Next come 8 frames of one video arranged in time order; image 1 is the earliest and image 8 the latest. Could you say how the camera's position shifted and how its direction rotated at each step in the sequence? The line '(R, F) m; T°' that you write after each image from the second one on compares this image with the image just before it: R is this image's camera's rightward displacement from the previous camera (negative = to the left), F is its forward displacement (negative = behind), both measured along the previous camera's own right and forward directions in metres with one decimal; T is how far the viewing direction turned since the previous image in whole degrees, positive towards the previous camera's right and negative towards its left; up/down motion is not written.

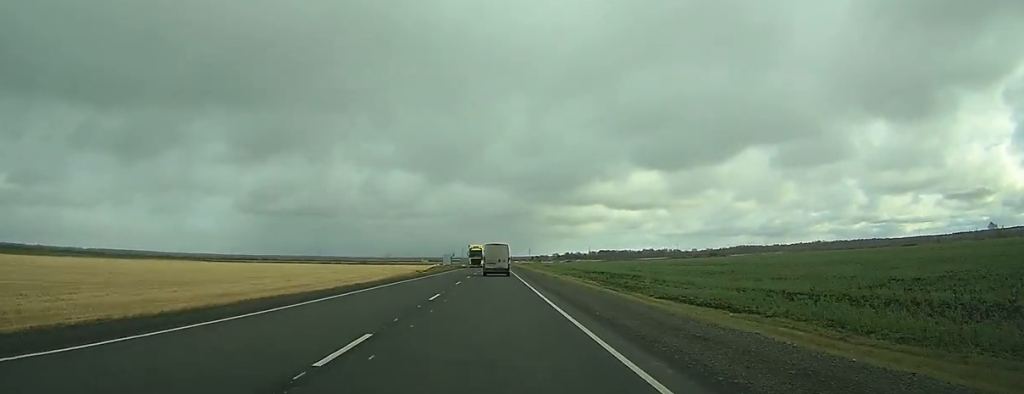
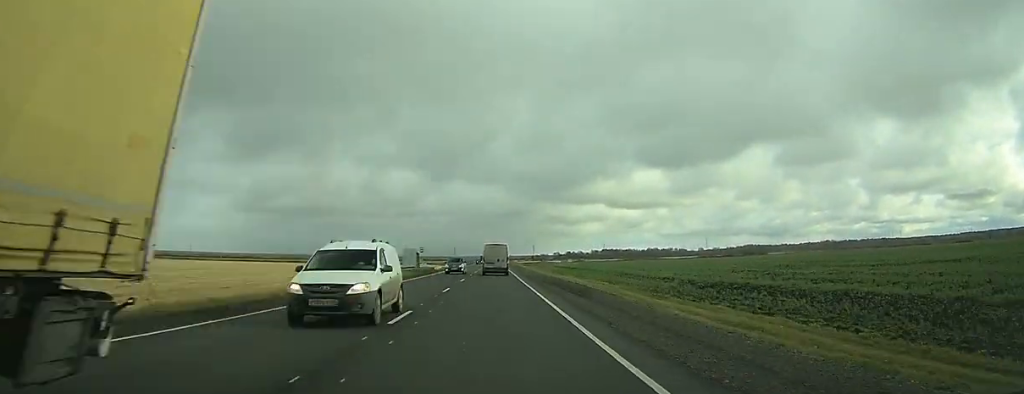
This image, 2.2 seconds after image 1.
(+0.1, +70.6) m; 0°
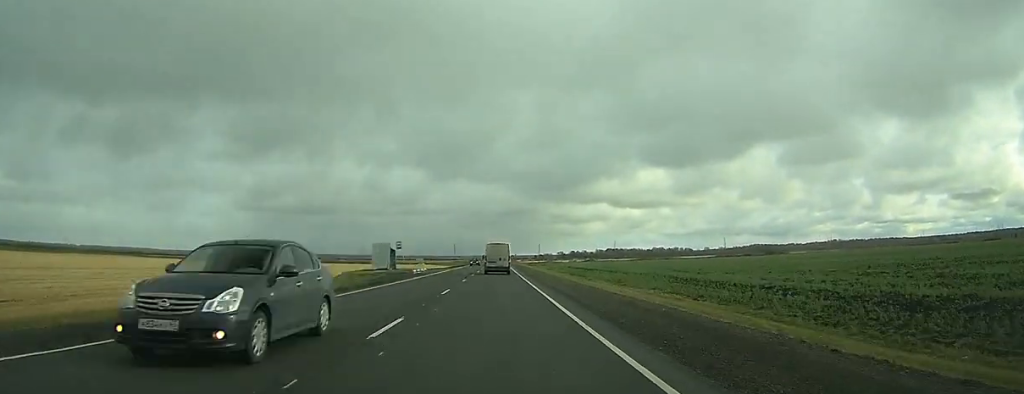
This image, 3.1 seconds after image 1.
(0.0, +26.5) m; 0°
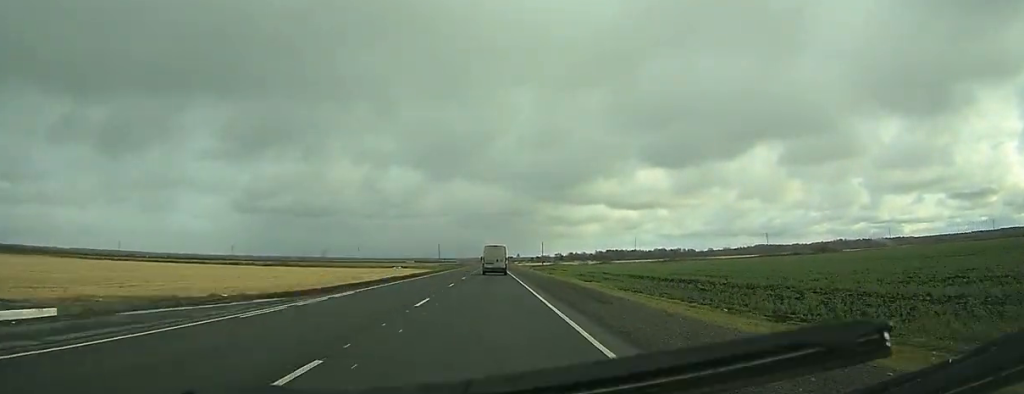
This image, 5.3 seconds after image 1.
(+0.1, +64.7) m; 0°
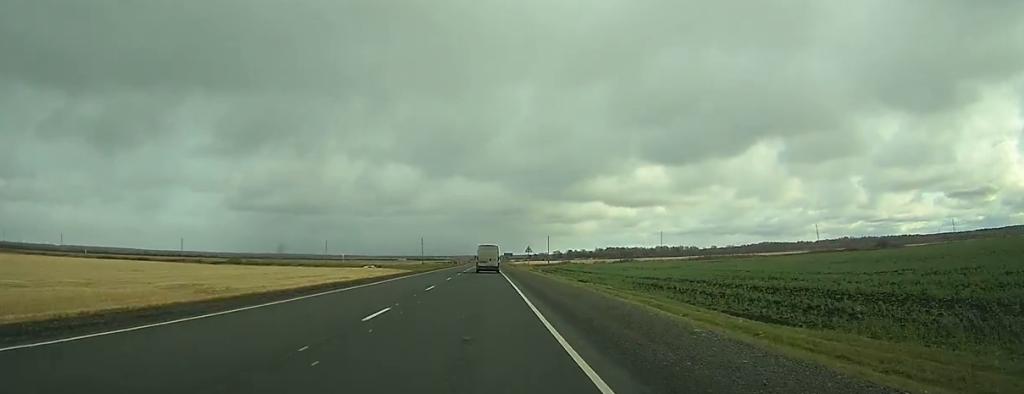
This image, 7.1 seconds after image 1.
(+0.1, +50.3) m; 0°
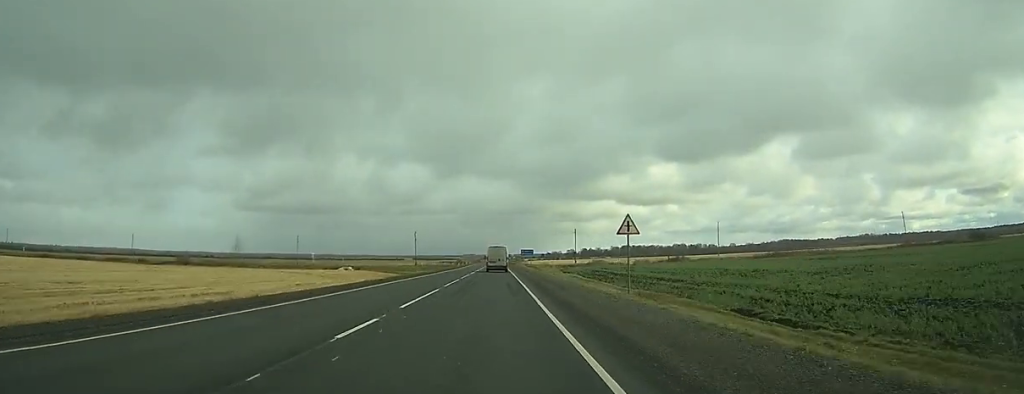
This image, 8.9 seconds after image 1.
(0.0, +50.3) m; 0°
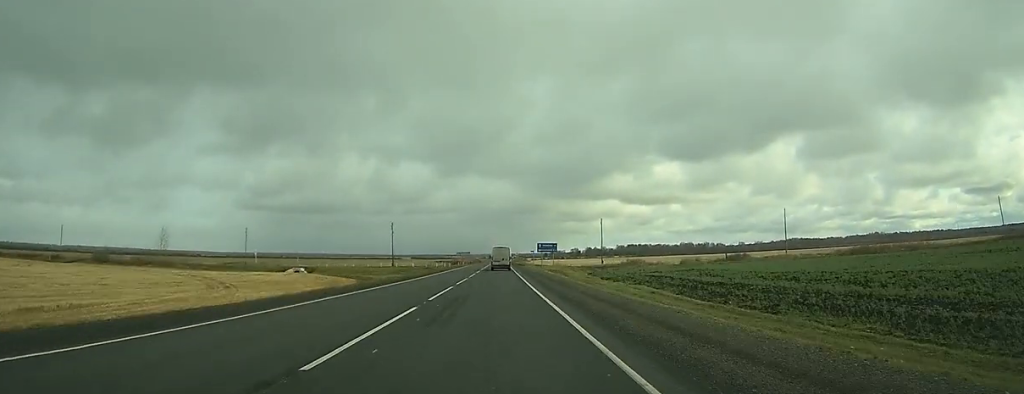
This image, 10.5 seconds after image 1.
(0.0, +47.1) m; 0°
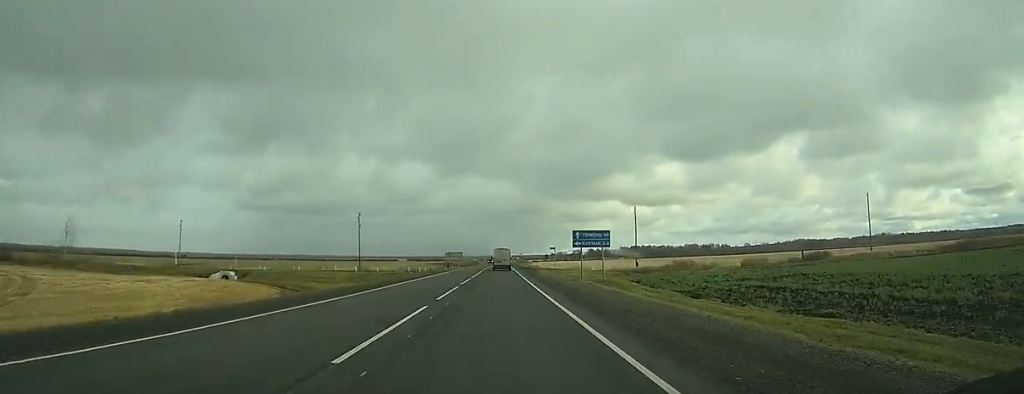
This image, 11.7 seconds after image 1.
(+0.1, +37.0) m; 0°
